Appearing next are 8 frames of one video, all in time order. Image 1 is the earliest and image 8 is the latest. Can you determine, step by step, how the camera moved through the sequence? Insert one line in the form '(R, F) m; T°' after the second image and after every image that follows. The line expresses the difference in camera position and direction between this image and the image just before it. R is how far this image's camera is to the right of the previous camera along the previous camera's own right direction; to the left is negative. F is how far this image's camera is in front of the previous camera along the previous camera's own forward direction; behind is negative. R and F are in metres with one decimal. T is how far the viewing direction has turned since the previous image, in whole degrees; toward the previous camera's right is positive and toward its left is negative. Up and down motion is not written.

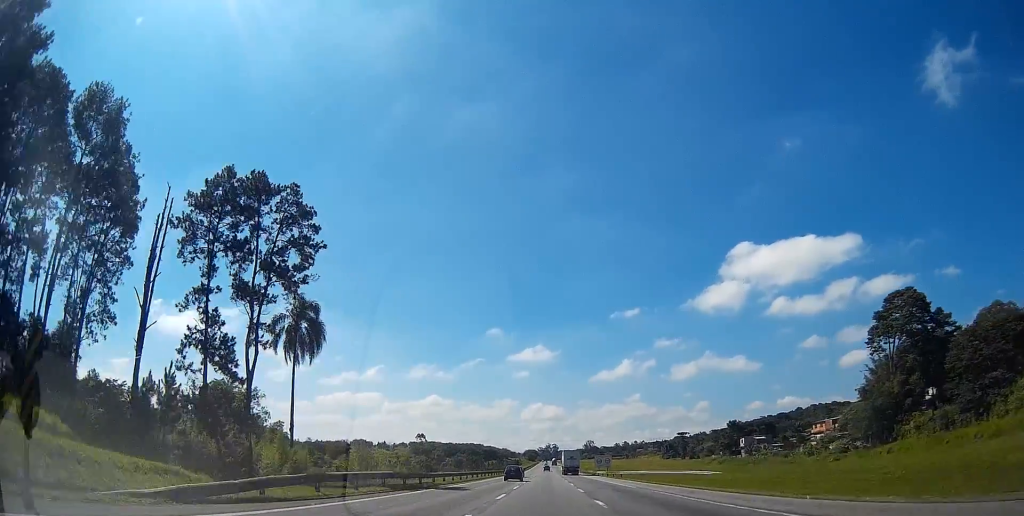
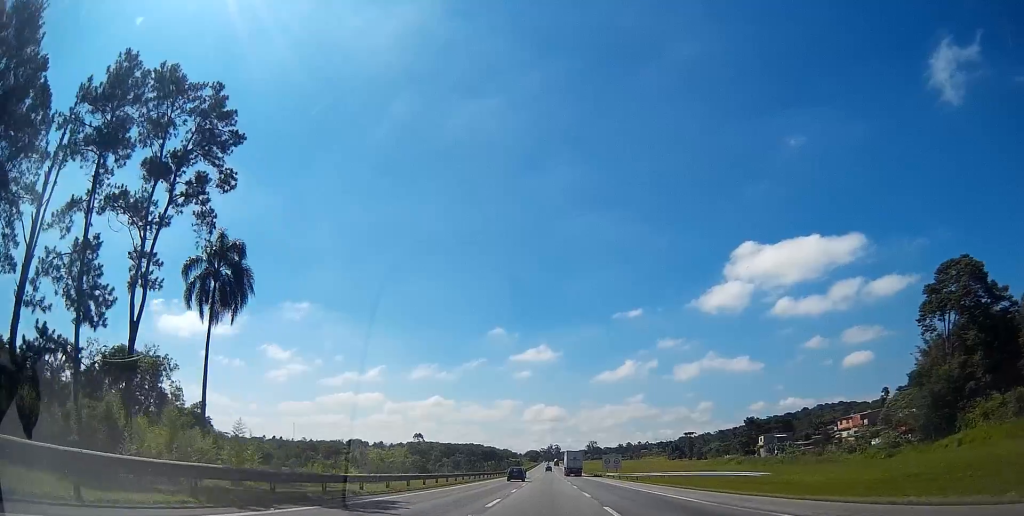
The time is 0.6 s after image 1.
(+0.1, +15.9) m; 0°
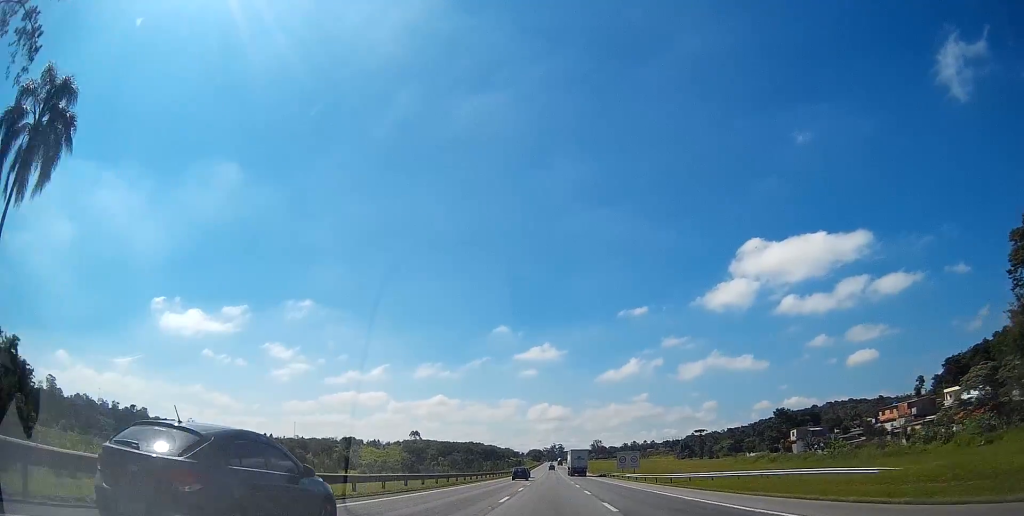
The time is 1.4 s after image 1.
(+0.1, +22.3) m; 0°
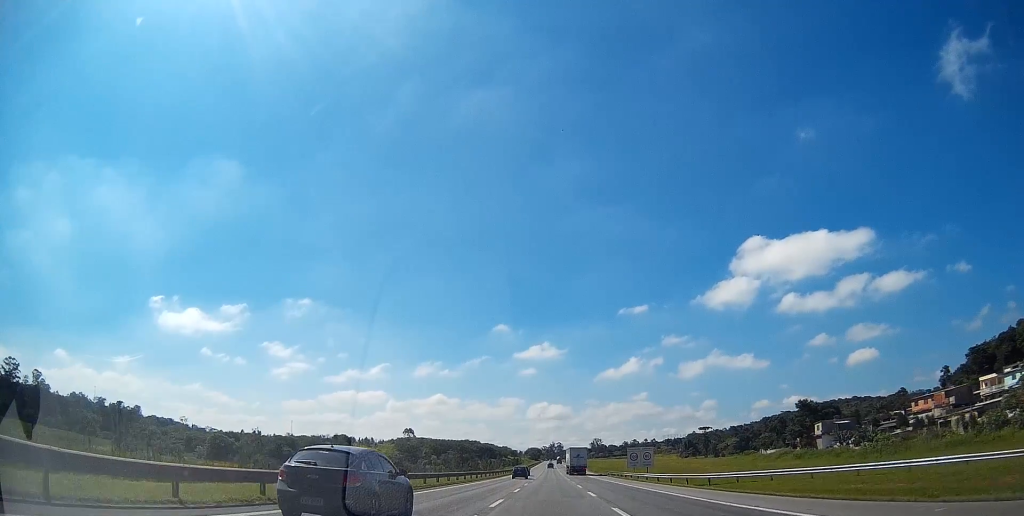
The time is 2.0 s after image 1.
(-0.1, +16.3) m; 0°
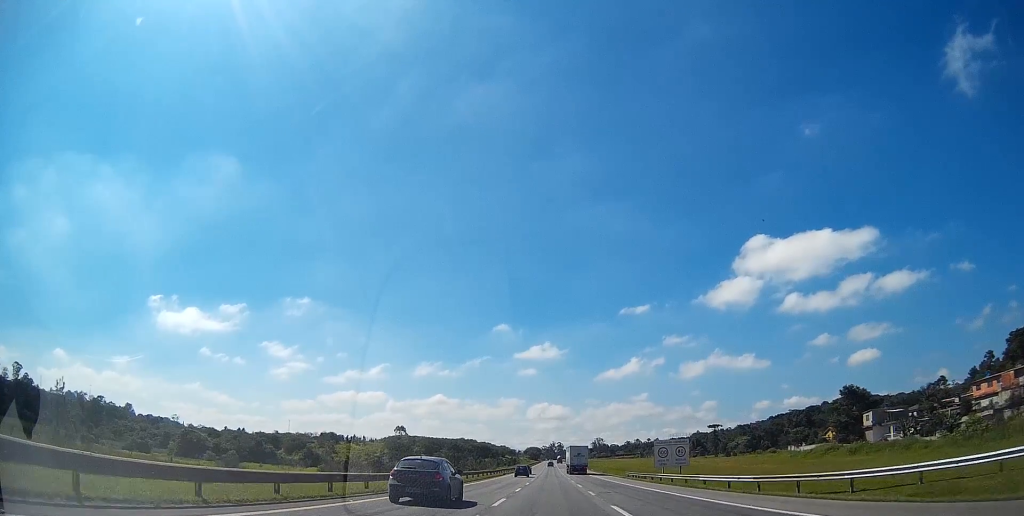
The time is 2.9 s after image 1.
(0.0, +25.5) m; 0°
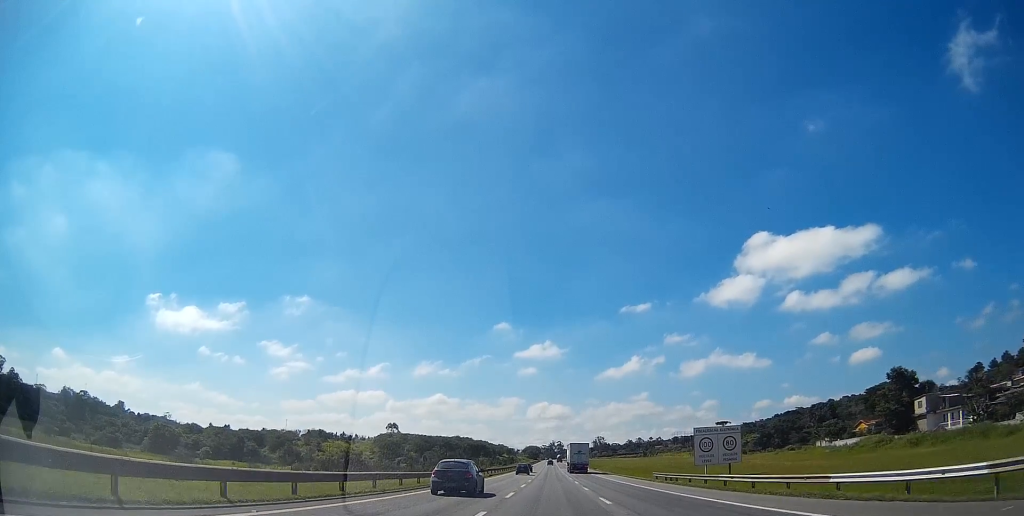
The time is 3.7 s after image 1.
(0.0, +18.5) m; +1°
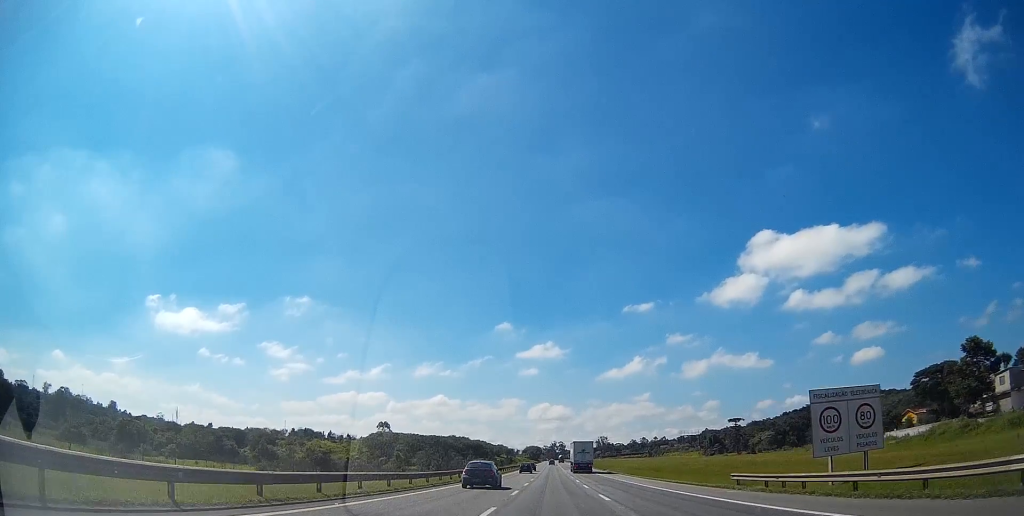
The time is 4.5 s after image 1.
(+0.2, +20.8) m; +1°
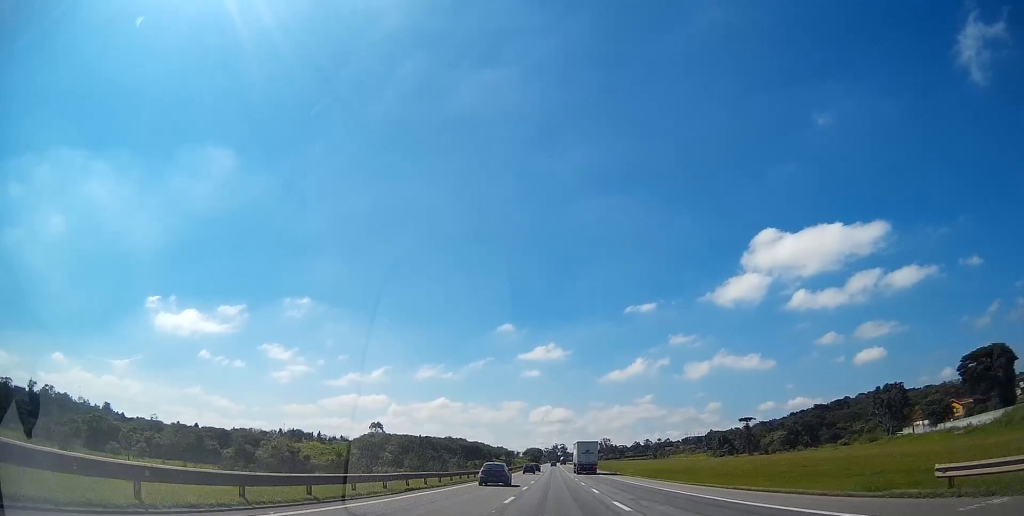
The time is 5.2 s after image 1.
(+0.2, +16.0) m; 0°
